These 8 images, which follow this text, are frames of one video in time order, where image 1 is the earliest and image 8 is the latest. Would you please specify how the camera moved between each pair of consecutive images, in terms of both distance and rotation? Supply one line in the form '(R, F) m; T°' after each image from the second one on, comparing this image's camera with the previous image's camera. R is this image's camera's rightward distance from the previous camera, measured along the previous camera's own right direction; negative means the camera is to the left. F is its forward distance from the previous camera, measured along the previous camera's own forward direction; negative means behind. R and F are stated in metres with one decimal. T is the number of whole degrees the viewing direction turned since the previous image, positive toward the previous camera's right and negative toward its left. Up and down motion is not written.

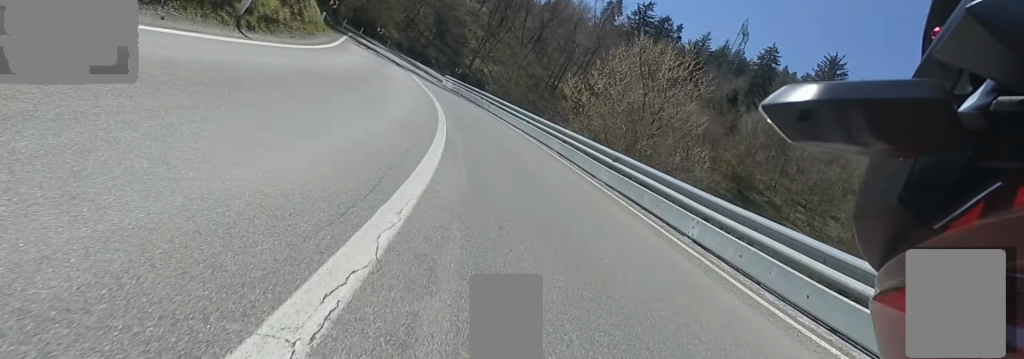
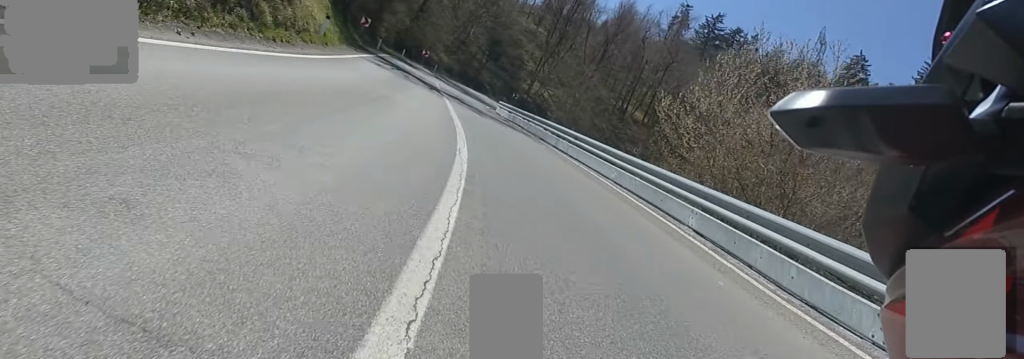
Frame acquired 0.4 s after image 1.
(0.0, +6.5) m; 0°
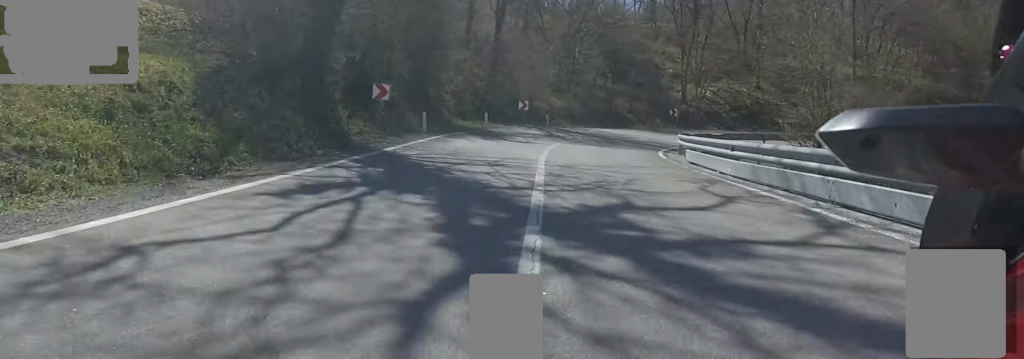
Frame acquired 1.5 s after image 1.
(0.0, +14.8) m; 0°
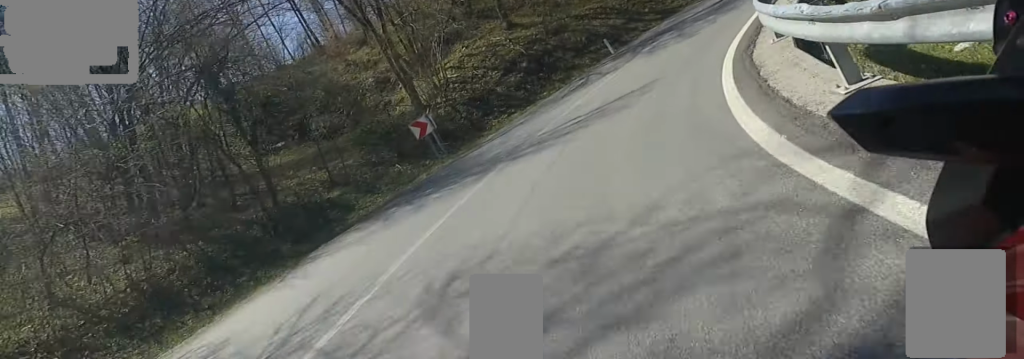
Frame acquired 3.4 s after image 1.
(+3.8, +19.6) m; +32°
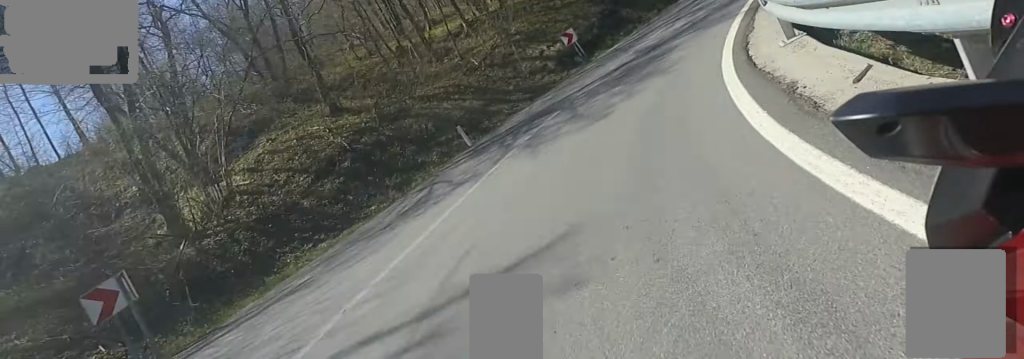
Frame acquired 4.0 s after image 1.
(+0.7, +5.6) m; +18°
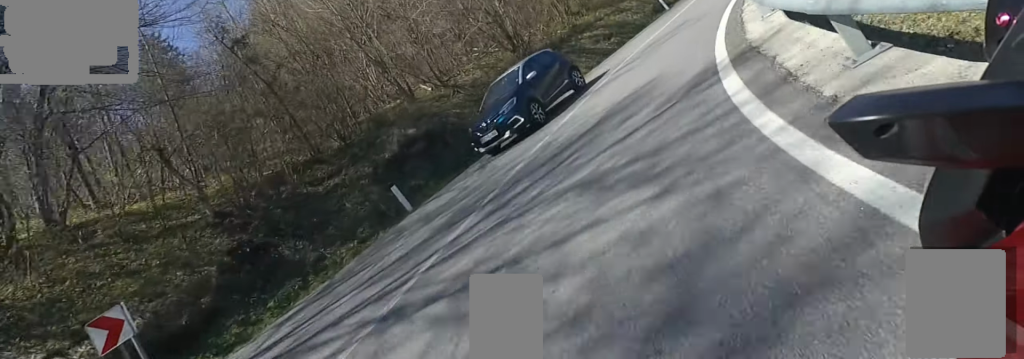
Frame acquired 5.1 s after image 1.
(+3.6, +10.5) m; +33°
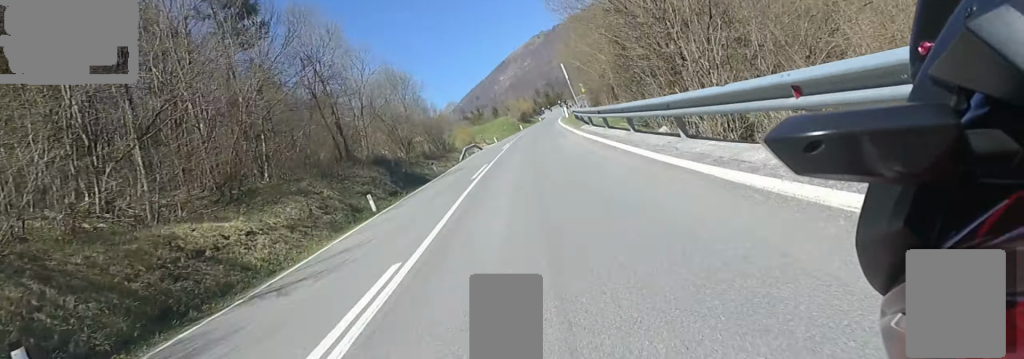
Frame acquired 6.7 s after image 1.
(+6.8, +22.1) m; +29°
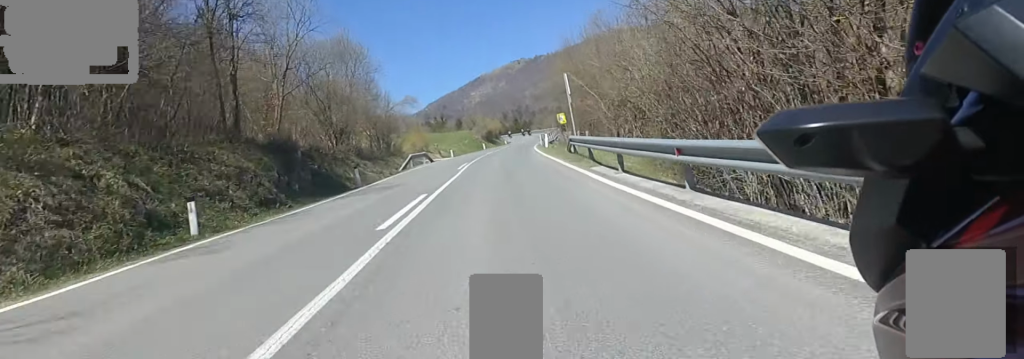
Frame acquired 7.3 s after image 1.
(+1.0, +9.9) m; +6°
